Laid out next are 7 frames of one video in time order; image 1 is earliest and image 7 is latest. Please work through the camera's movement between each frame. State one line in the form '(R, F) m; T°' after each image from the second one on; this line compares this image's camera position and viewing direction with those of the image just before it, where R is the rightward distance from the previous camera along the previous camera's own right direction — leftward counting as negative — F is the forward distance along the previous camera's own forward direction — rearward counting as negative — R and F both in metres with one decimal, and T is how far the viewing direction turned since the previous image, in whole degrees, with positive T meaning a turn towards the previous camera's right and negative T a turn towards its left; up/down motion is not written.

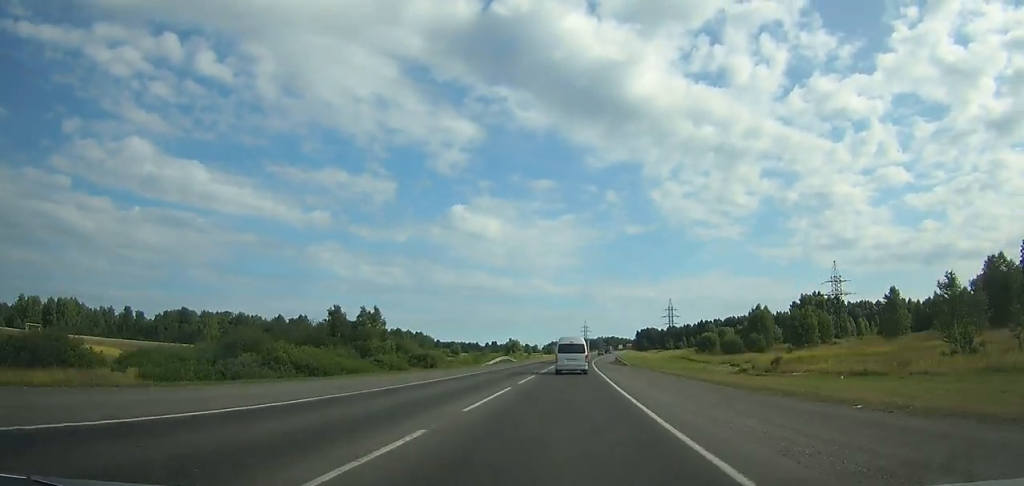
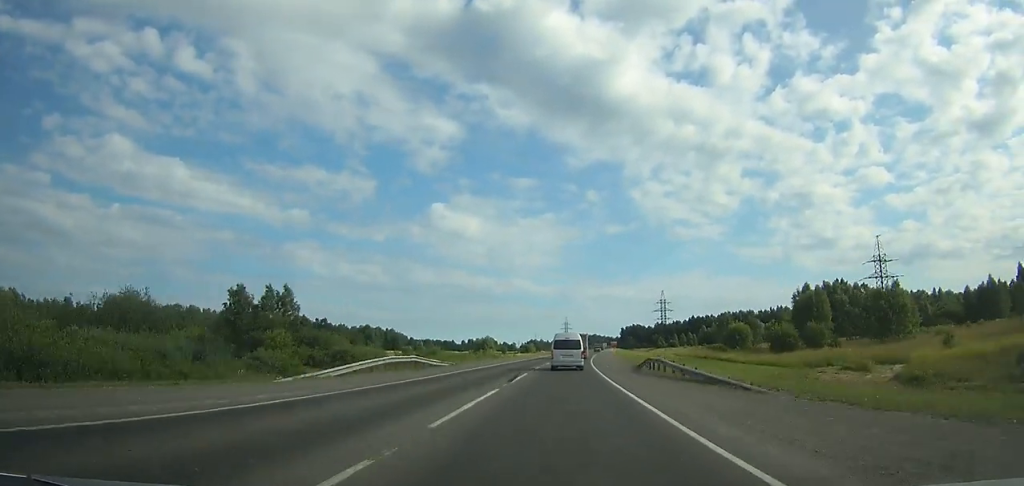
(+0.3, +39.0) m; +2°
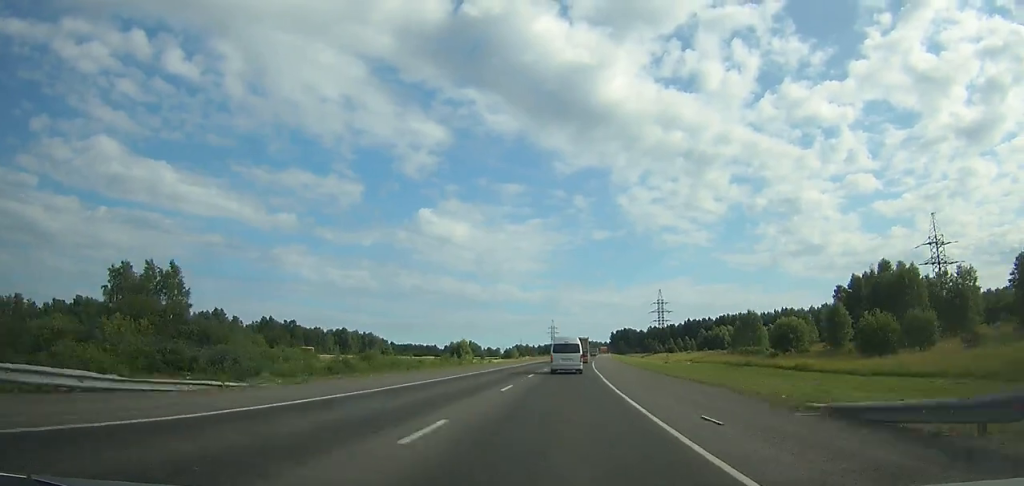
(+0.7, +30.7) m; +1°
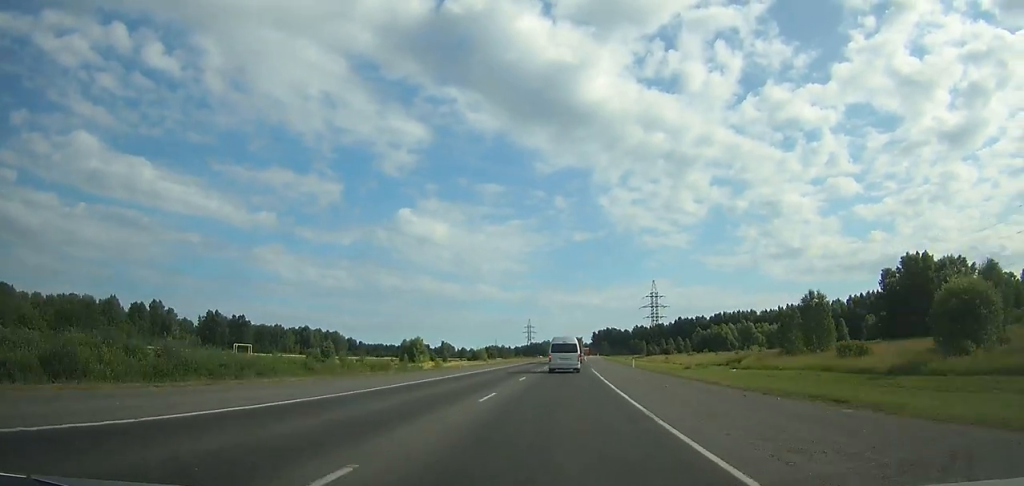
(+0.5, +40.9) m; +2°
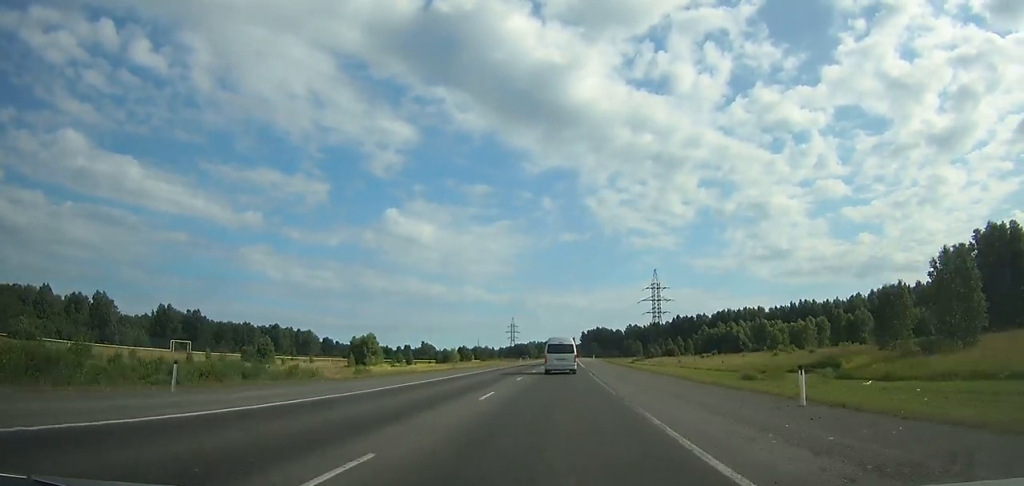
(+0.6, +34.7) m; +1°
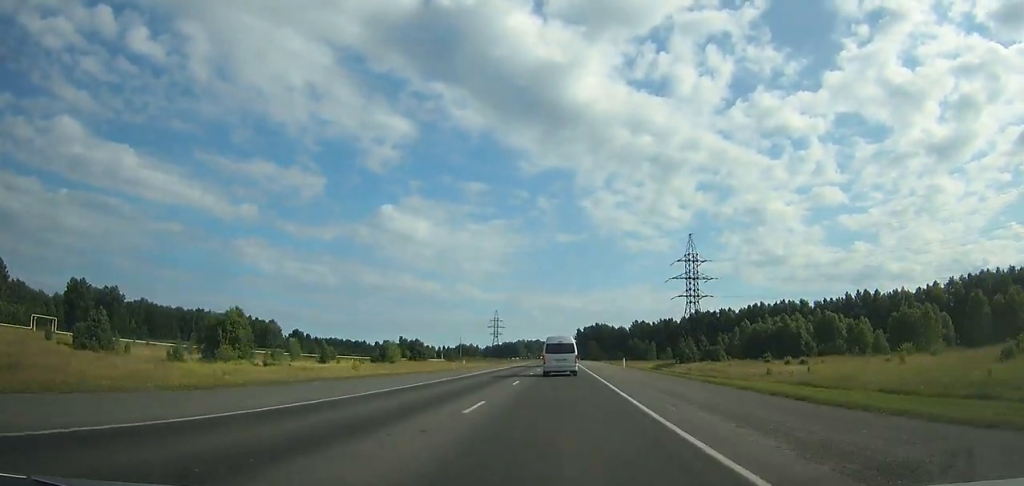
(+0.7, +62.6) m; +1°
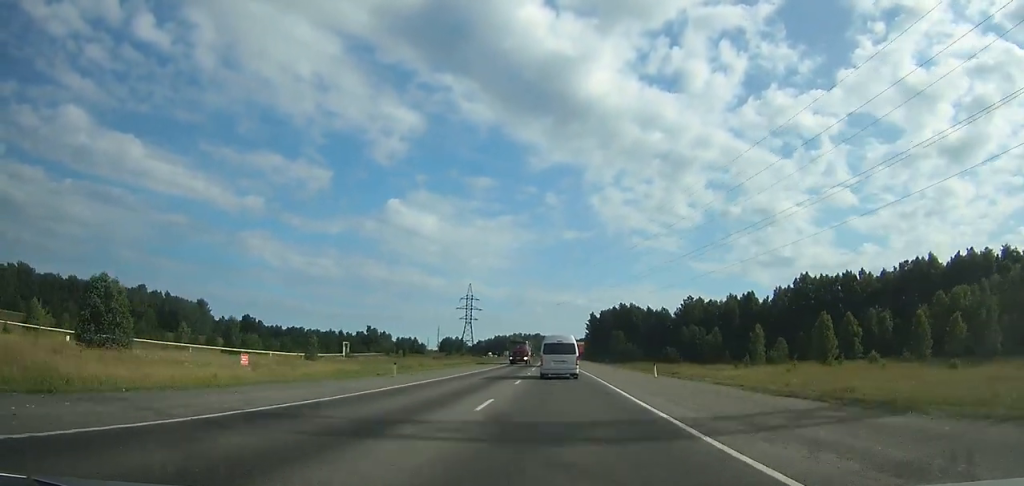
(+0.4, +118.5) m; -1°
